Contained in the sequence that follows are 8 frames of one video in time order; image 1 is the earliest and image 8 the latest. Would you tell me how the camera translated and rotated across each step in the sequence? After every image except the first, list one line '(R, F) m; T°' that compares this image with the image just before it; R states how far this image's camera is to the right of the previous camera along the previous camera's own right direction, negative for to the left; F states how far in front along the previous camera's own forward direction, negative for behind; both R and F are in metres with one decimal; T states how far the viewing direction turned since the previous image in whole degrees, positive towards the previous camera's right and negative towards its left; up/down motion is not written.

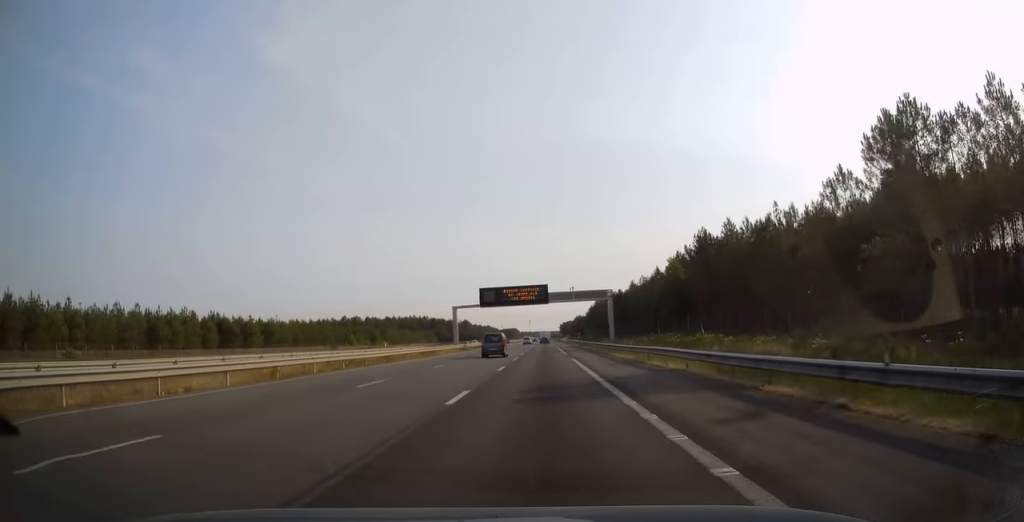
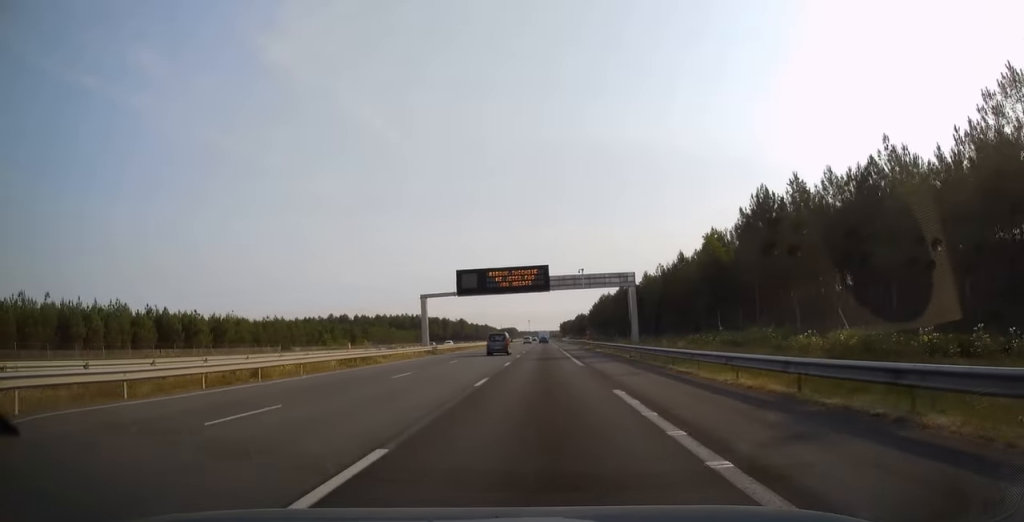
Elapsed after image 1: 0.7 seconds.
(-0.2, +21.7) m; 0°
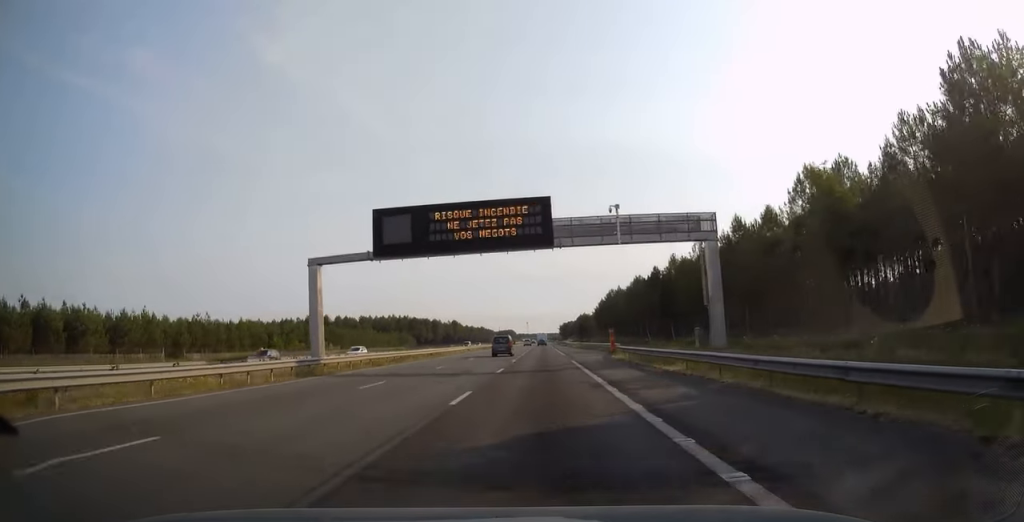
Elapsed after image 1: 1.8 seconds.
(+0.2, +30.5) m; 0°
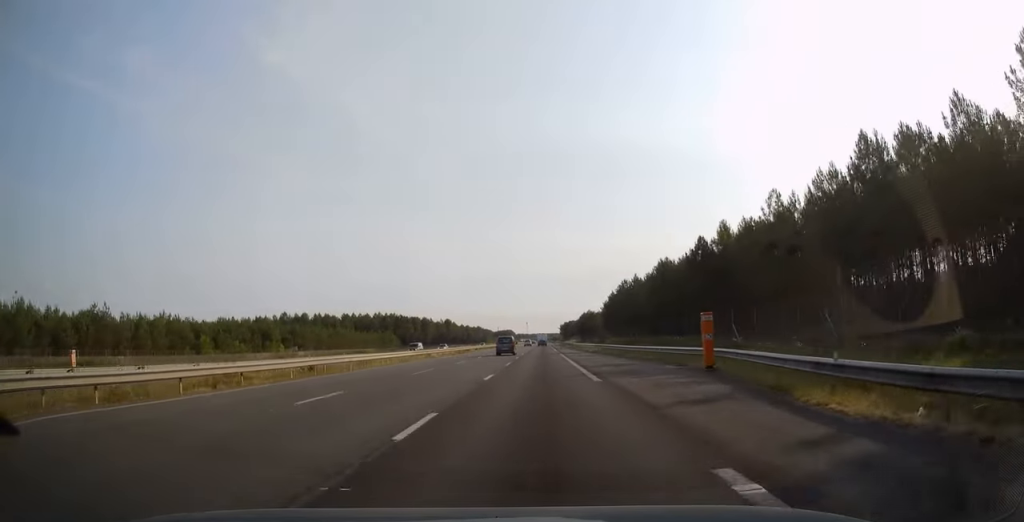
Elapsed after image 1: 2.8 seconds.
(-0.2, +30.5) m; 0°
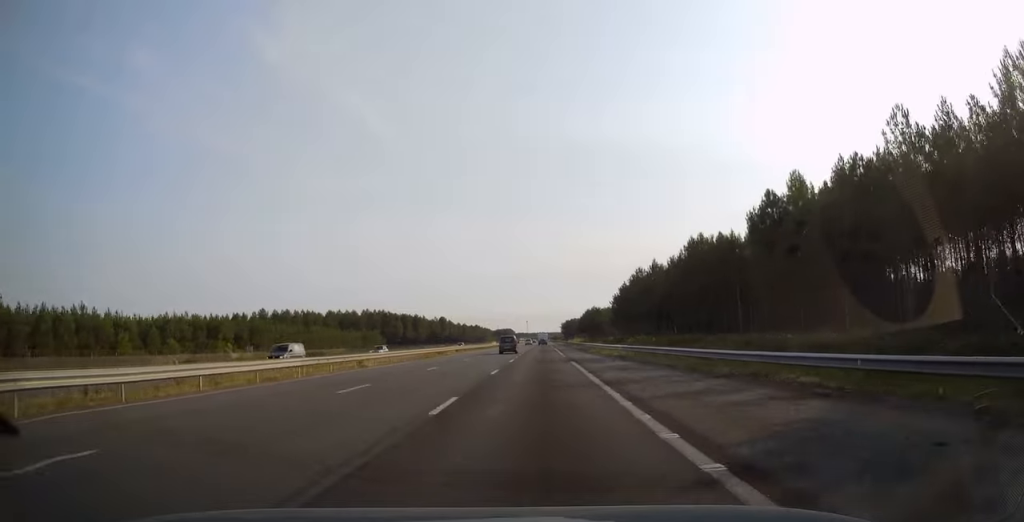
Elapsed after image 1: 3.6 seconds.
(+0.2, +23.0) m; 0°
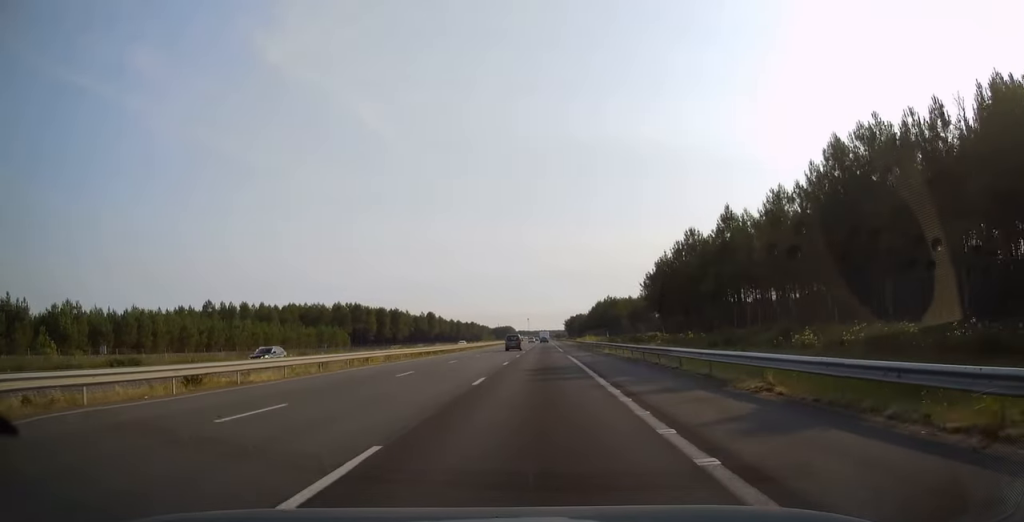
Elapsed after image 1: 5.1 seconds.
(-0.2, +45.6) m; 0°
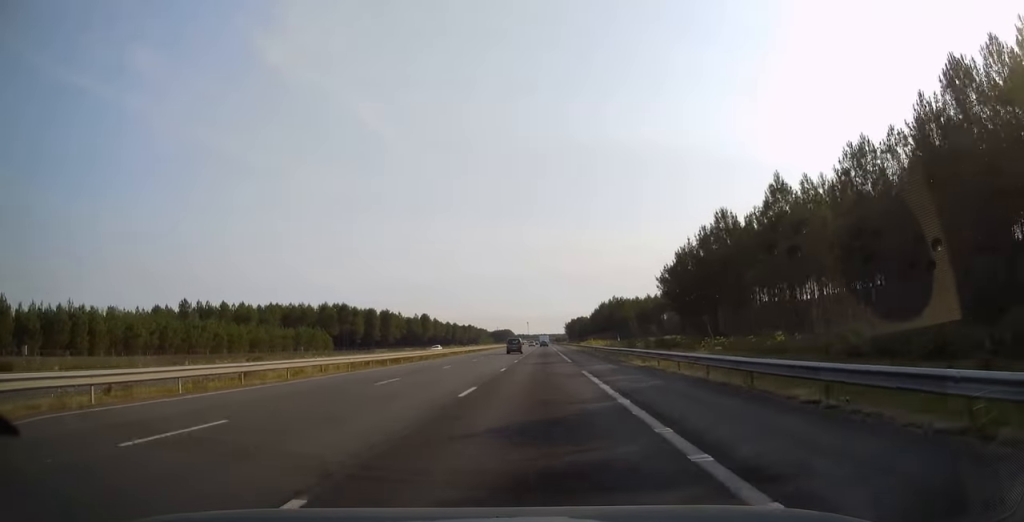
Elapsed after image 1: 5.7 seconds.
(+0.2, +15.7) m; 0°
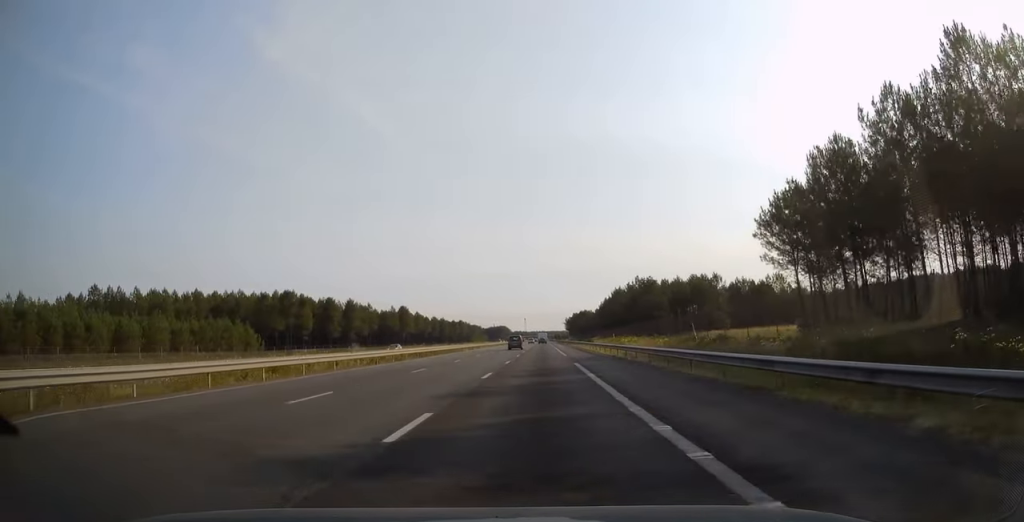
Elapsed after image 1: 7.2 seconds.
(-0.1, +46.2) m; 0°
